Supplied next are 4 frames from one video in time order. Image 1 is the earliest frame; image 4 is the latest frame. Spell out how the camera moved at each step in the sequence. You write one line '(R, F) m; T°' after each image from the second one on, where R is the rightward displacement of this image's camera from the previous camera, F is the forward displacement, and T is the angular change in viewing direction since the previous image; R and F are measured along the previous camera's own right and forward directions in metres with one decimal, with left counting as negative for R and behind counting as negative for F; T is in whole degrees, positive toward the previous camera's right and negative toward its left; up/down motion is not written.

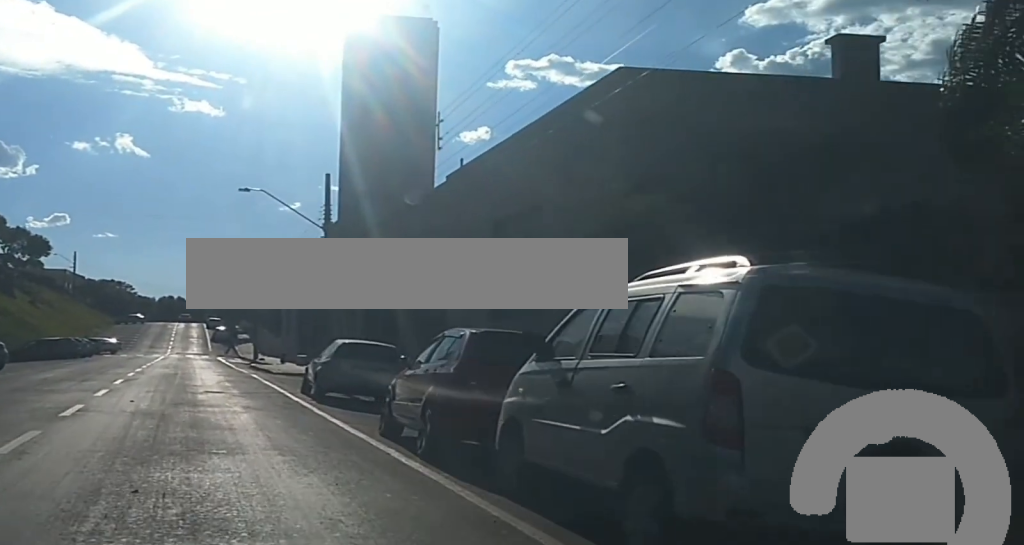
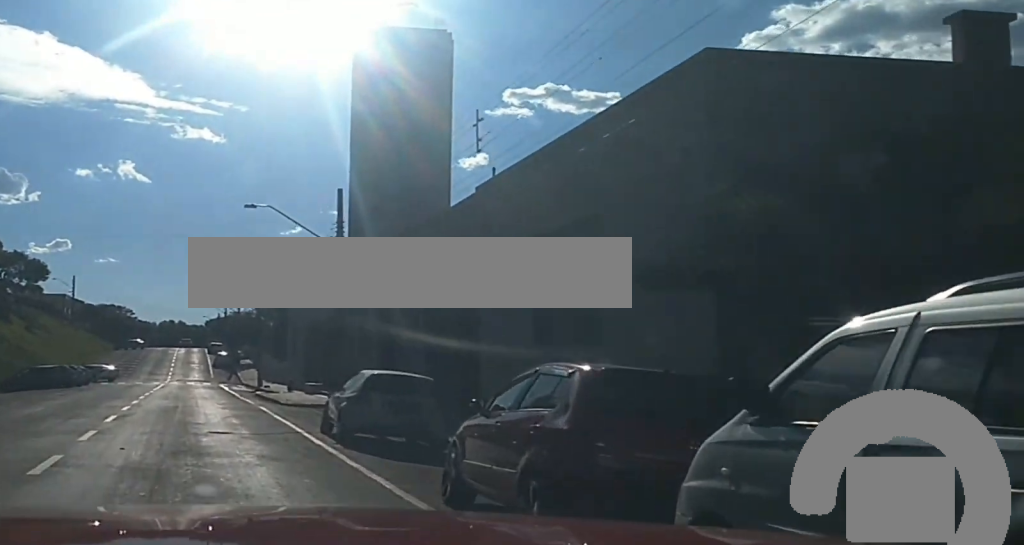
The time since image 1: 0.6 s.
(+0.3, +3.7) m; +2°
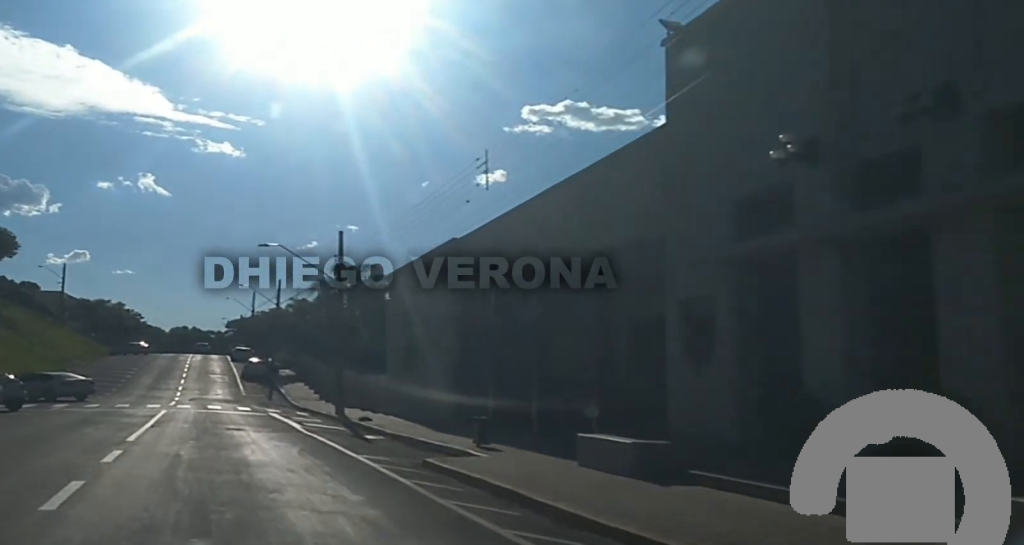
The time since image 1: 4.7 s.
(-0.4, +41.5) m; -2°
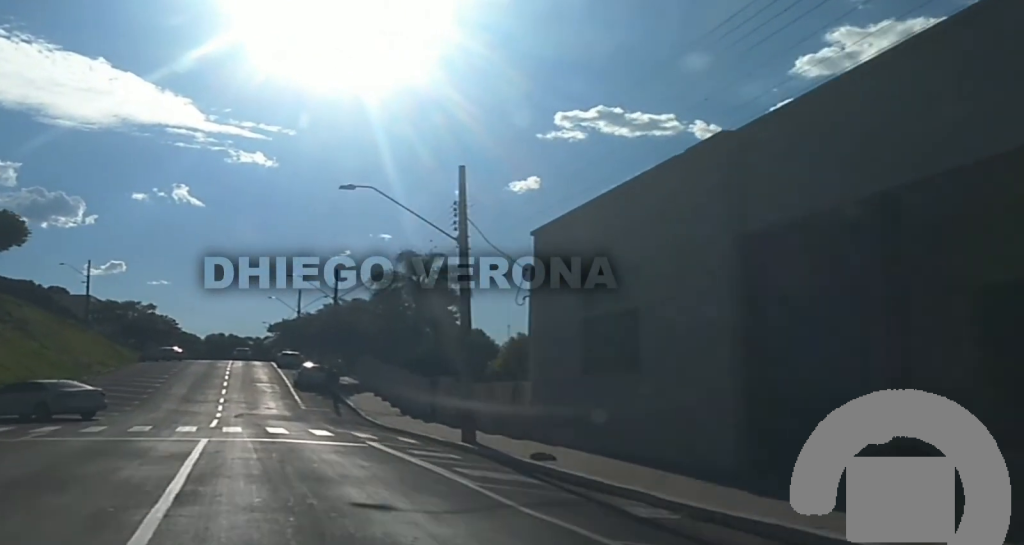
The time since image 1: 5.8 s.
(-0.3, +15.3) m; +1°
